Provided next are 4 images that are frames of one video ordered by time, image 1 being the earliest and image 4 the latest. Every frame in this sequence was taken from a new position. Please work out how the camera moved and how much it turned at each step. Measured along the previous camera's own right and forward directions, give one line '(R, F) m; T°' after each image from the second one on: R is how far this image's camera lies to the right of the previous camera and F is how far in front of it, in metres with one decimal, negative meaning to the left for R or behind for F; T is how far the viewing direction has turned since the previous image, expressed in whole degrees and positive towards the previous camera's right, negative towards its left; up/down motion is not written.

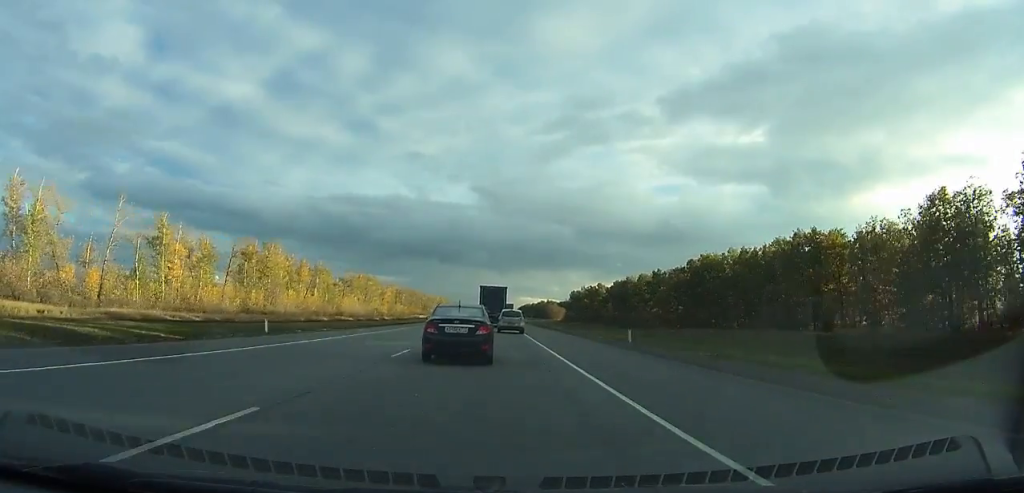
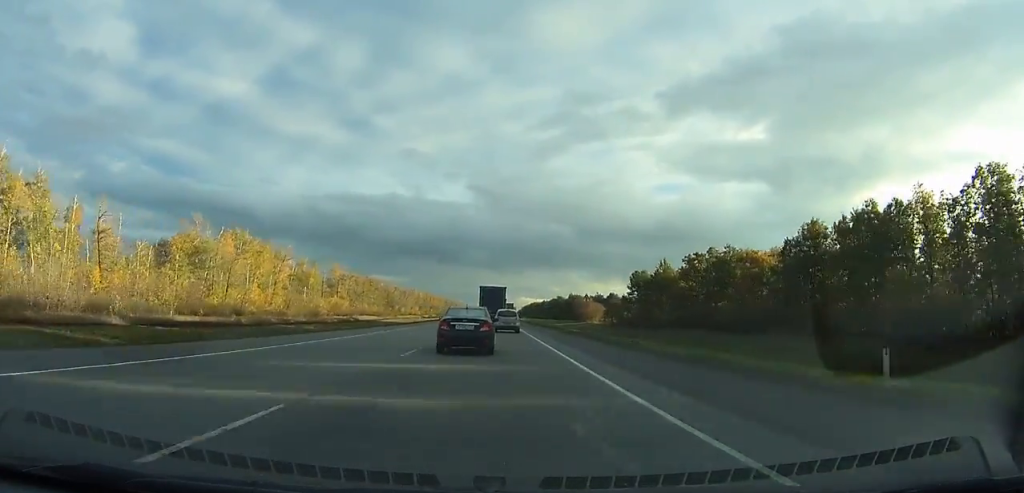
(-0.1, +116.2) m; 0°
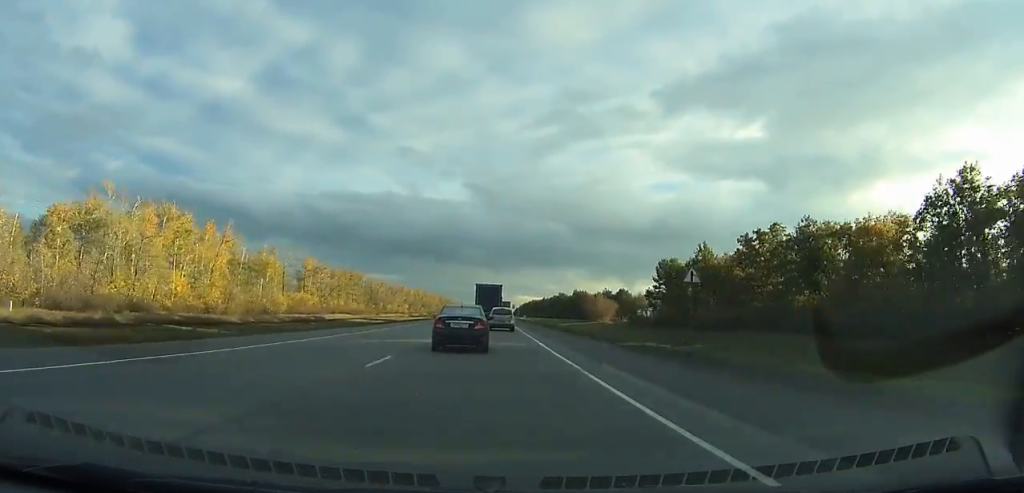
(0.0, +27.0) m; 0°
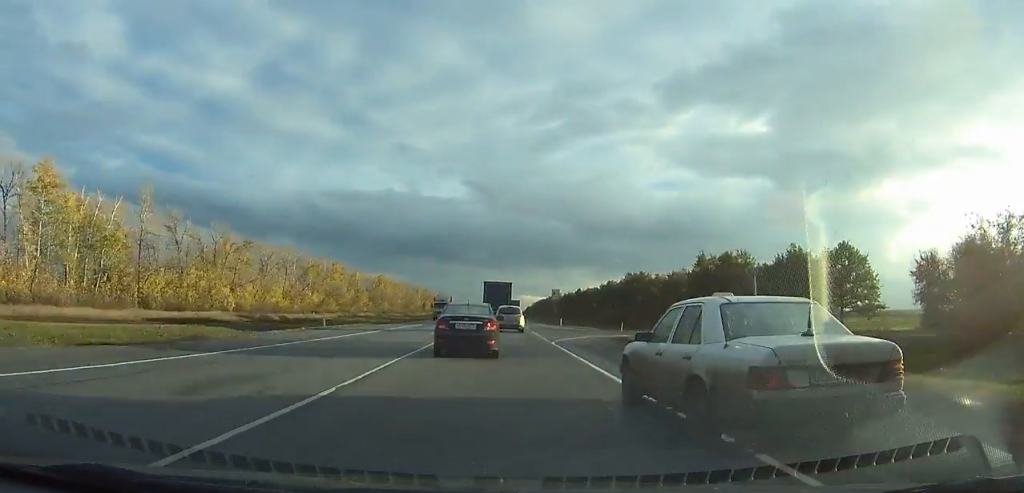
(-0.1, +151.8) m; 0°
